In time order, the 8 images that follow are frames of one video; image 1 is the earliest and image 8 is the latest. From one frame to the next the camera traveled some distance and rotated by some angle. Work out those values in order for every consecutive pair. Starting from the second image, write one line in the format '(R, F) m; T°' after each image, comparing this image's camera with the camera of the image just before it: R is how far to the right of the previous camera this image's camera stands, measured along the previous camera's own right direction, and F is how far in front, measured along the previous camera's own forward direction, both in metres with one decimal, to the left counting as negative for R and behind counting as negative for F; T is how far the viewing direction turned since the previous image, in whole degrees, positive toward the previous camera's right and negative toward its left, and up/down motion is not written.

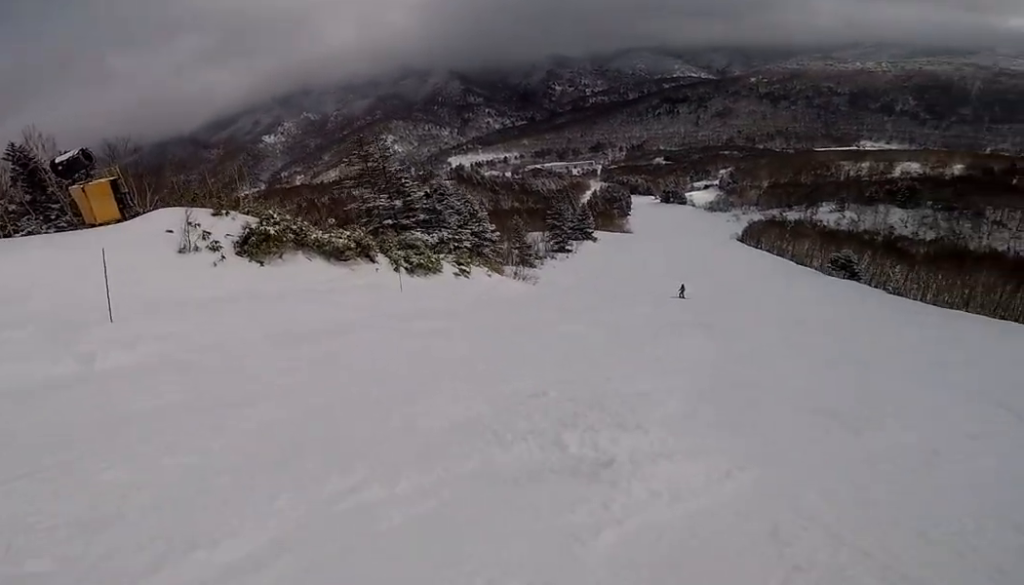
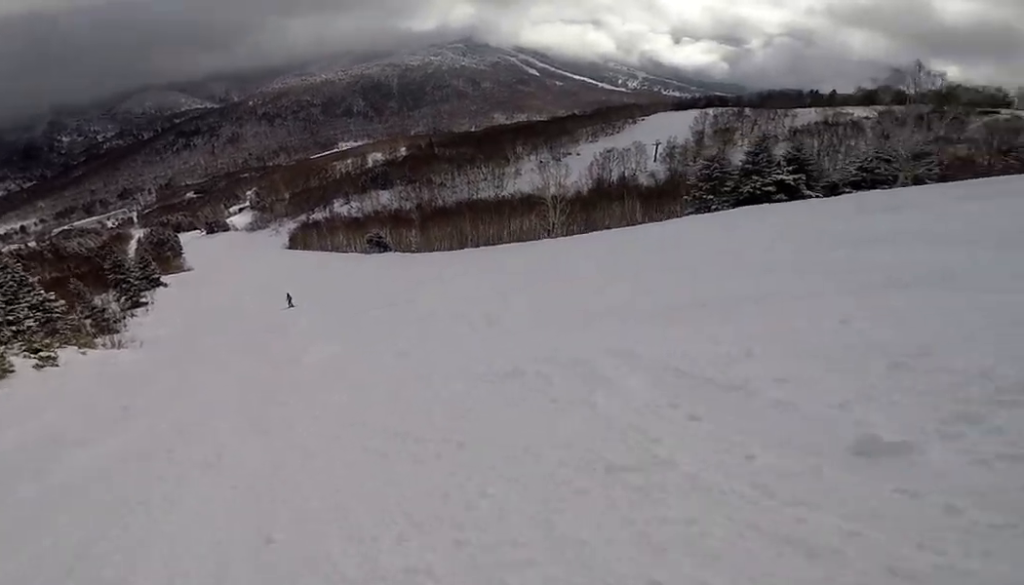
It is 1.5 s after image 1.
(+2.9, +5.2) m; +61°
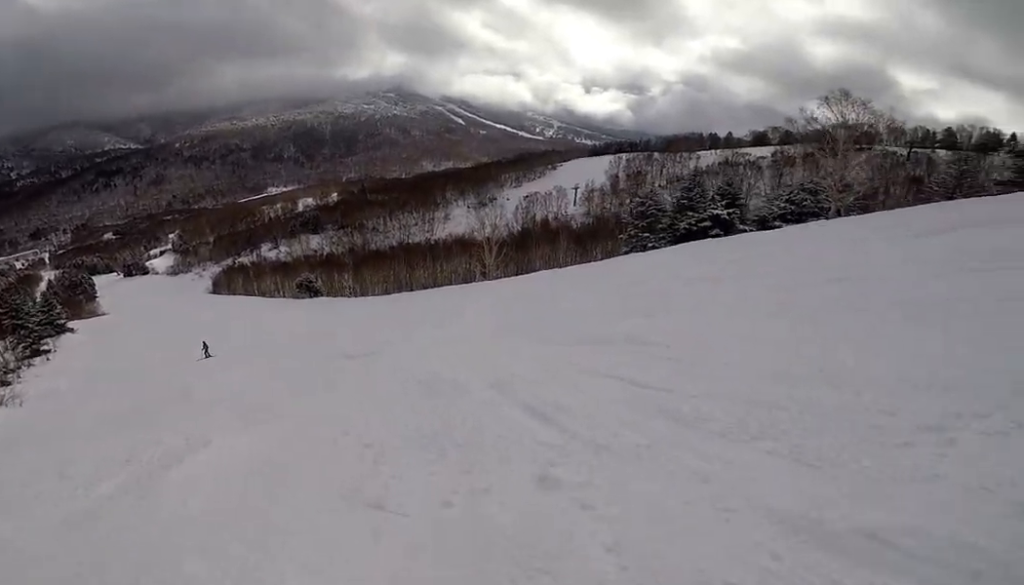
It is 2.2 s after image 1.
(+0.8, +3.2) m; +25°
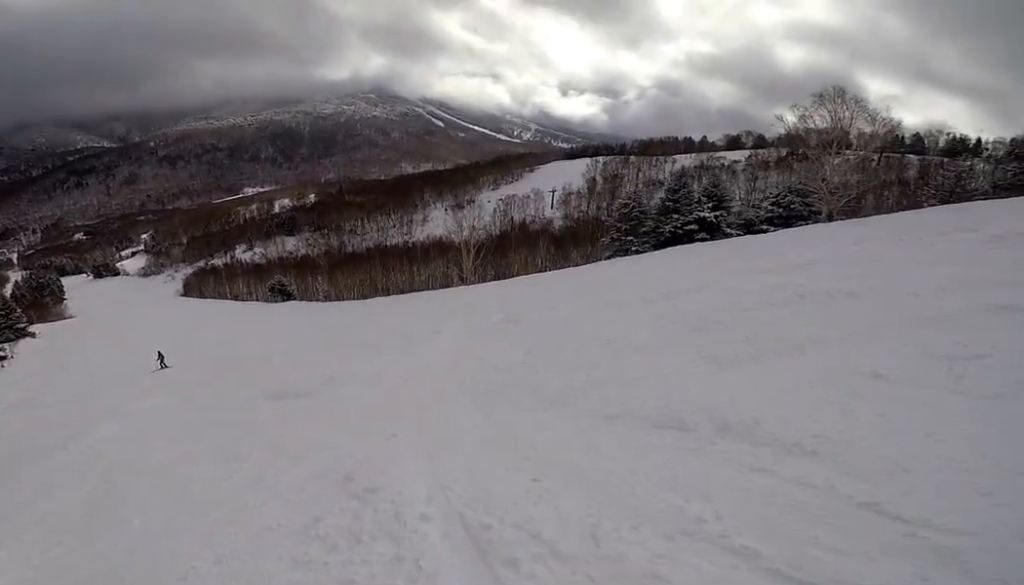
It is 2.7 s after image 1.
(+0.6, +2.2) m; +1°
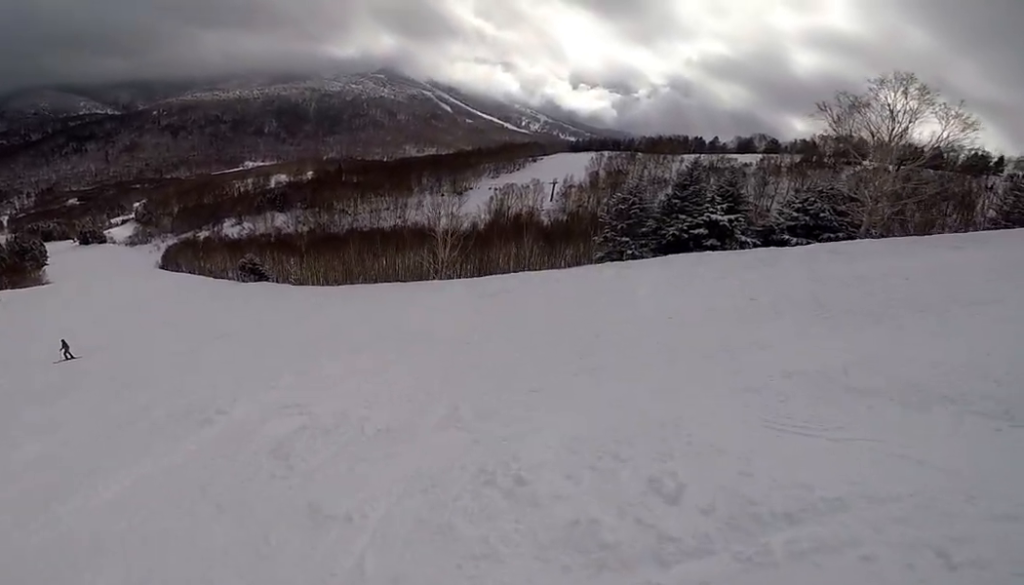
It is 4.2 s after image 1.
(-0.6, +6.8) m; -18°
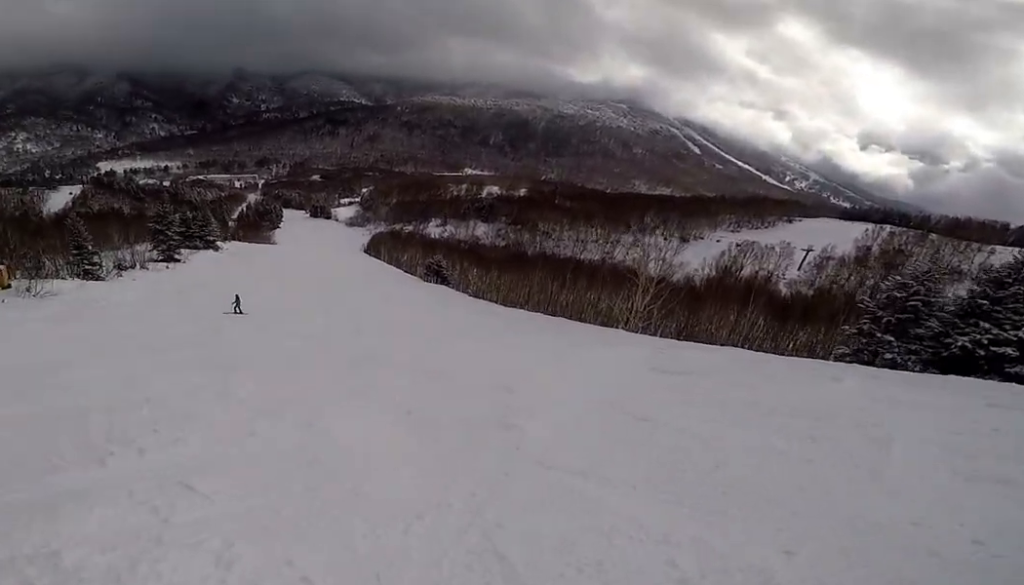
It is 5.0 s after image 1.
(+0.1, +3.9) m; -37°
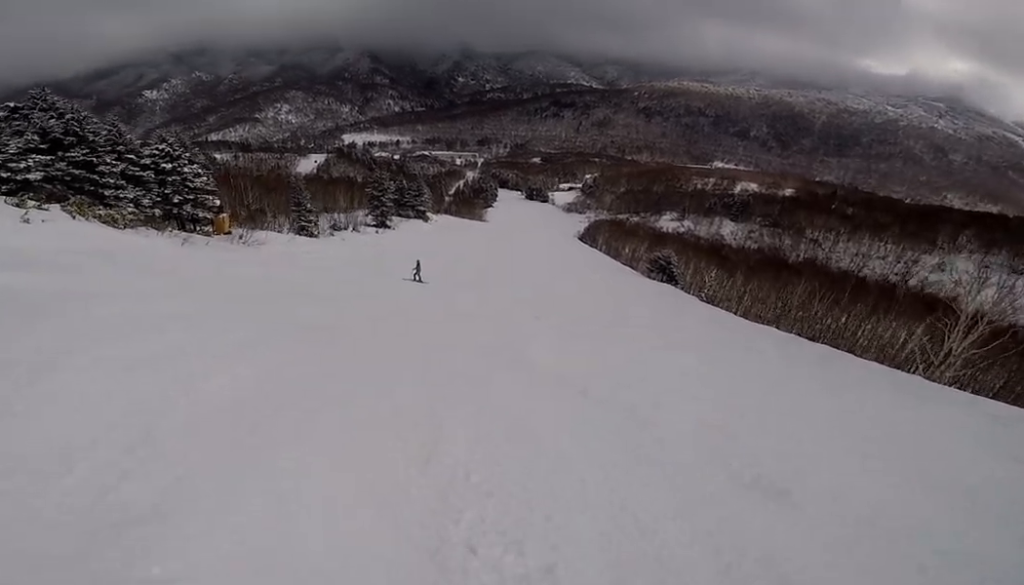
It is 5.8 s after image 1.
(-2.3, +2.7) m; -38°
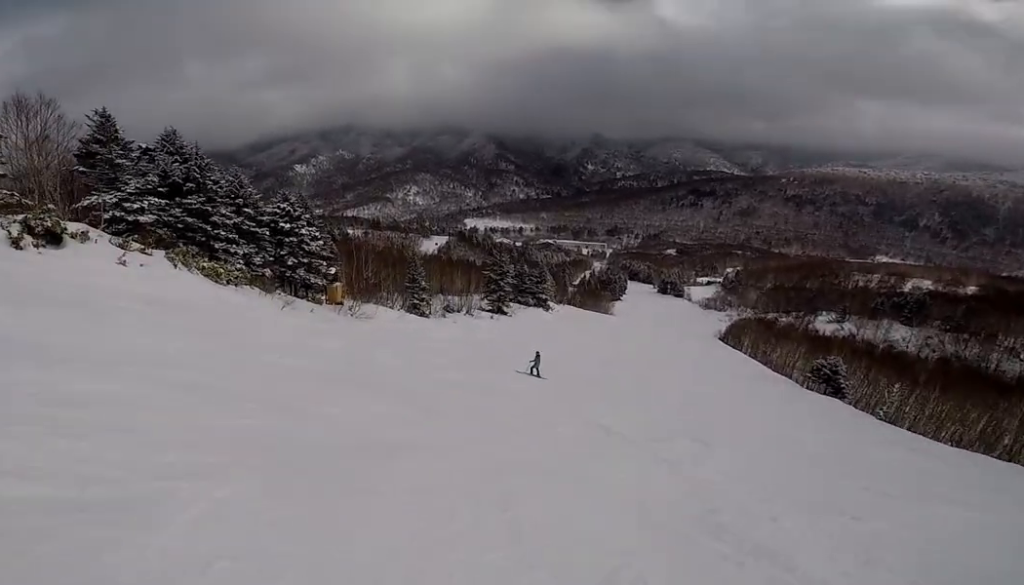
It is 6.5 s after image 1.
(-0.8, +3.3) m; -13°
